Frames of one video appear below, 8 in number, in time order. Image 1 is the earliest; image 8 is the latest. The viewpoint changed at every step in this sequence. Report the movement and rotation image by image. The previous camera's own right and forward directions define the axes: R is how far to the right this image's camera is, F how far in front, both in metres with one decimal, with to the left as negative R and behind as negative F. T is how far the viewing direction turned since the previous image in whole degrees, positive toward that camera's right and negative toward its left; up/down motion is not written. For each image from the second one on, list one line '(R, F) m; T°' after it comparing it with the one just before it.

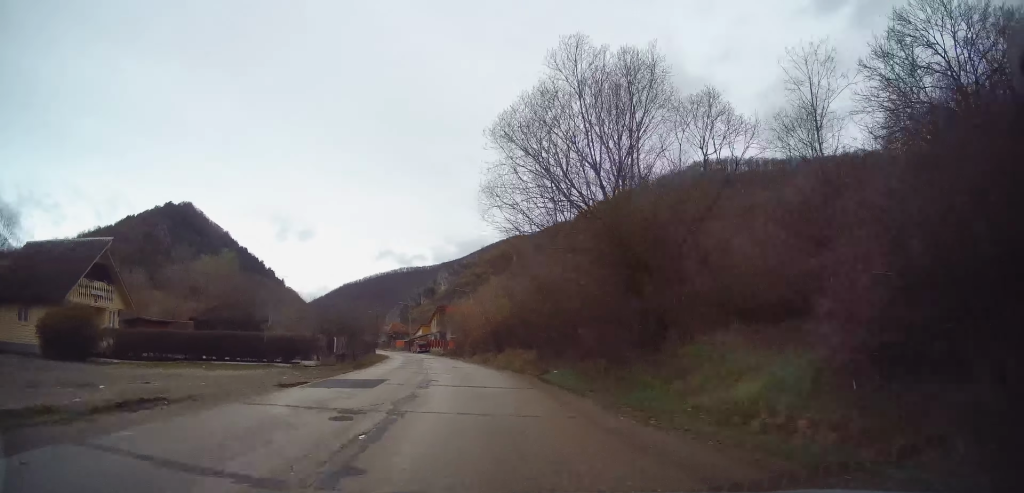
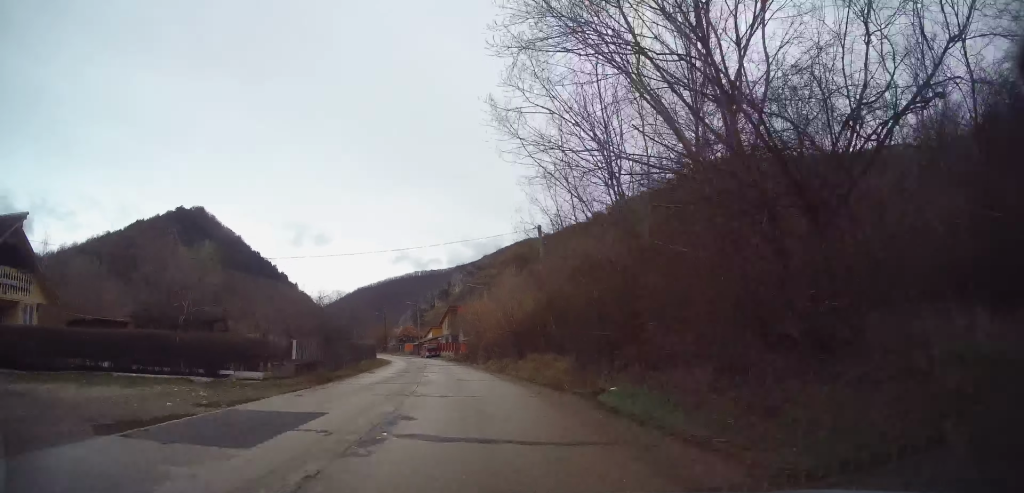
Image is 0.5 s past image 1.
(-0.1, +8.1) m; -2°
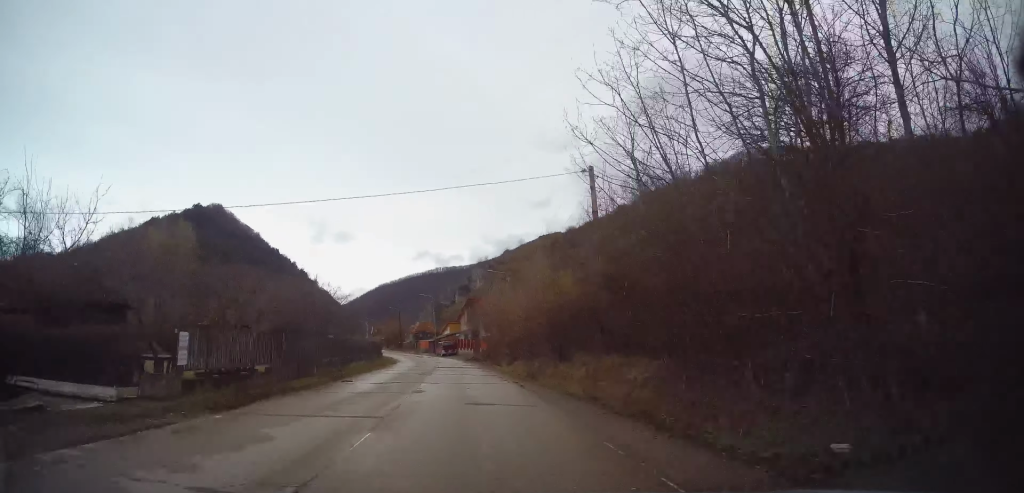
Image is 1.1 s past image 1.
(+0.2, +9.1) m; -2°
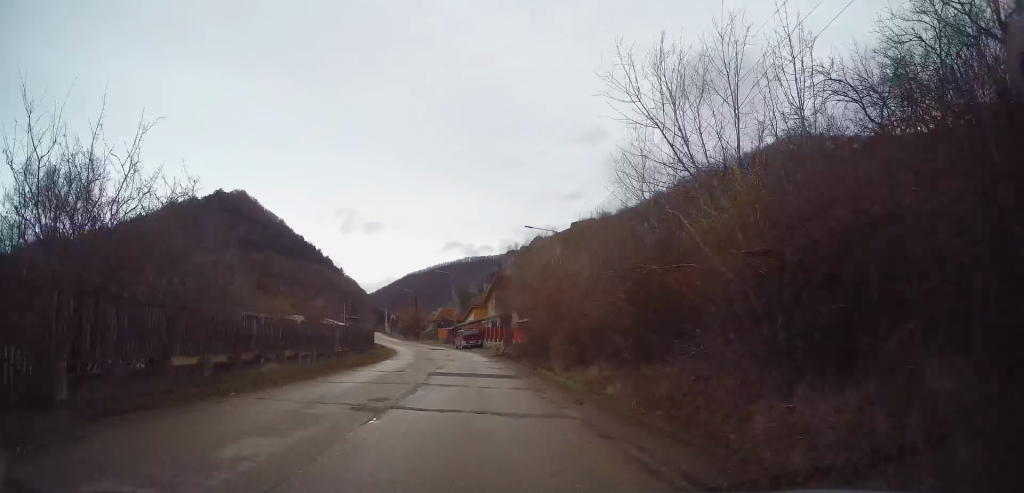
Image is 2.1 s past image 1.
(-0.9, +16.1) m; -4°
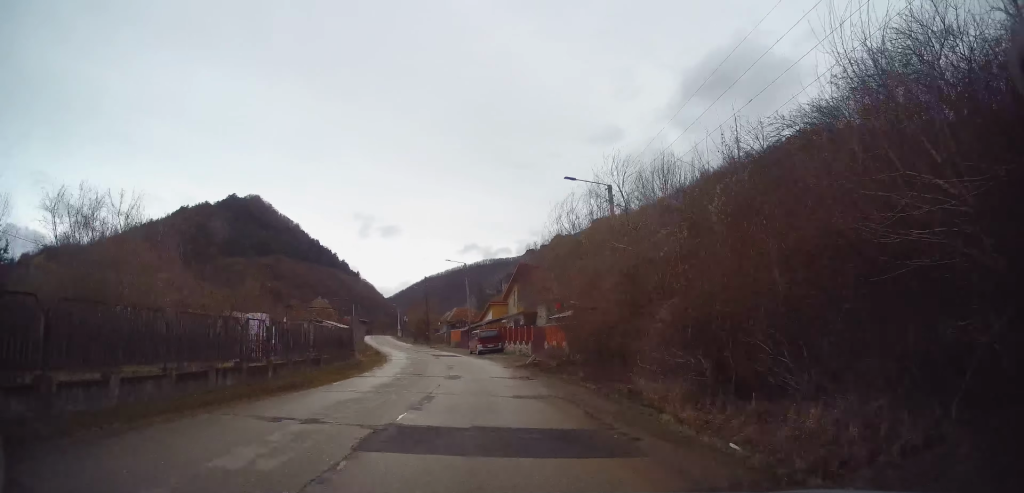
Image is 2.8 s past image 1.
(-0.1, +11.3) m; -3°
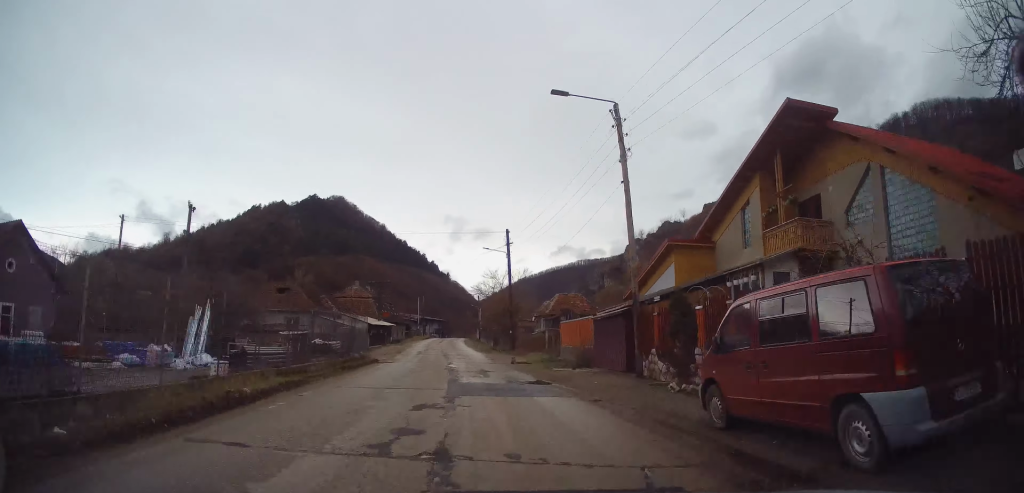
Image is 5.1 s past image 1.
(-2.8, +37.2) m; -7°
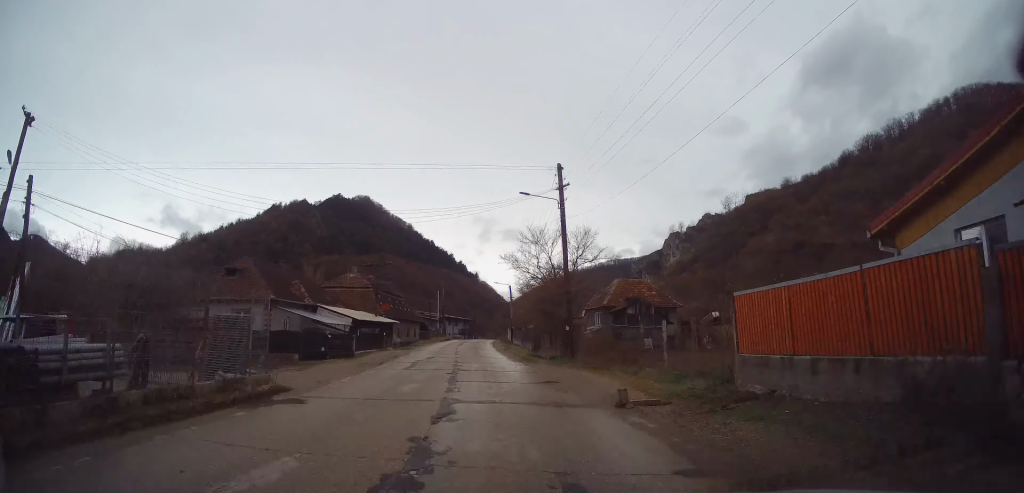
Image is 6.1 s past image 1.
(-0.5, +17.5) m; -4°
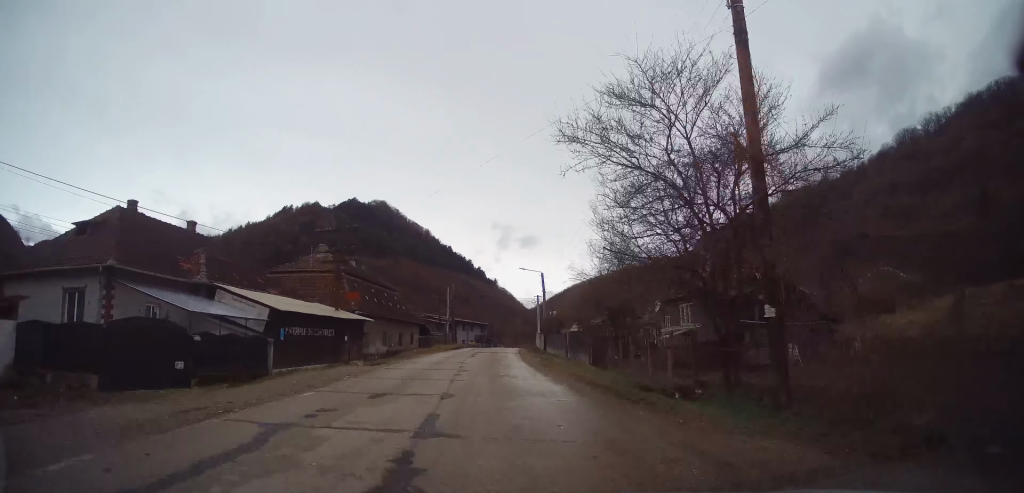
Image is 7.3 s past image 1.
(-0.6, +18.7) m; -2°
